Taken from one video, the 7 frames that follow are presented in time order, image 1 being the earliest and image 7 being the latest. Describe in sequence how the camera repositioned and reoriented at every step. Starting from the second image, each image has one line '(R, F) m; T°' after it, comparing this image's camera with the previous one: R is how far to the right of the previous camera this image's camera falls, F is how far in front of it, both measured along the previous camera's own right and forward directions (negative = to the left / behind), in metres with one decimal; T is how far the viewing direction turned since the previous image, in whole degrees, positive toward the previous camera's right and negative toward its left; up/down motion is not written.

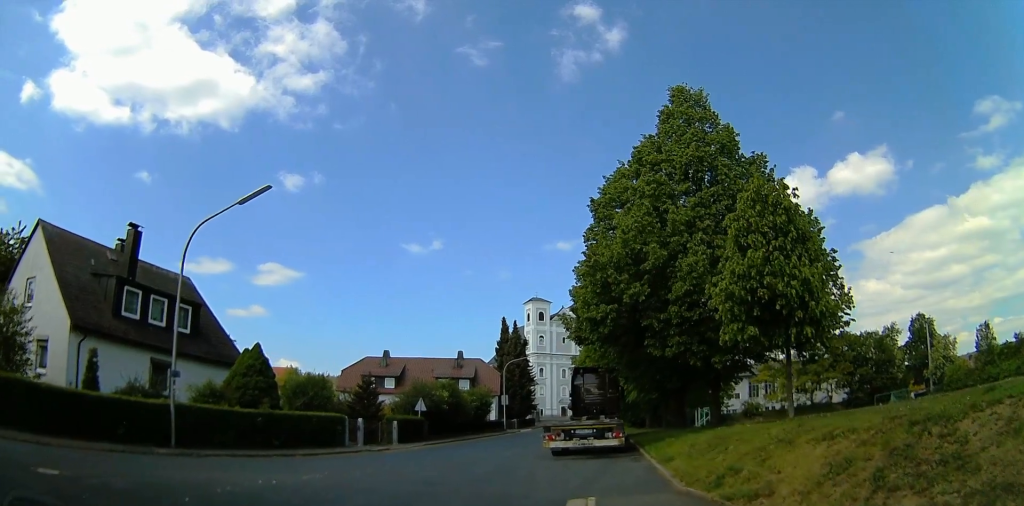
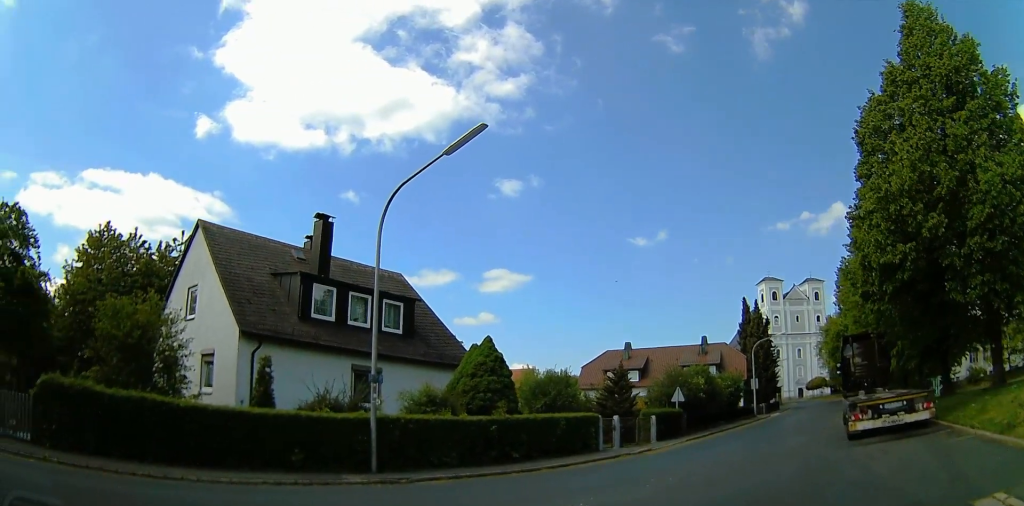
(-1.4, +4.8) m; -14°
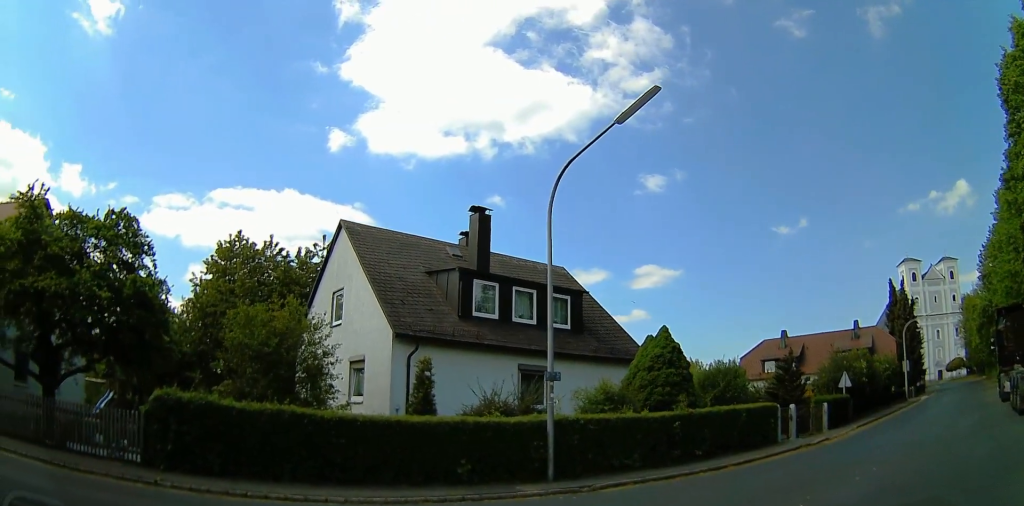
(0.0, +2.1) m; -14°
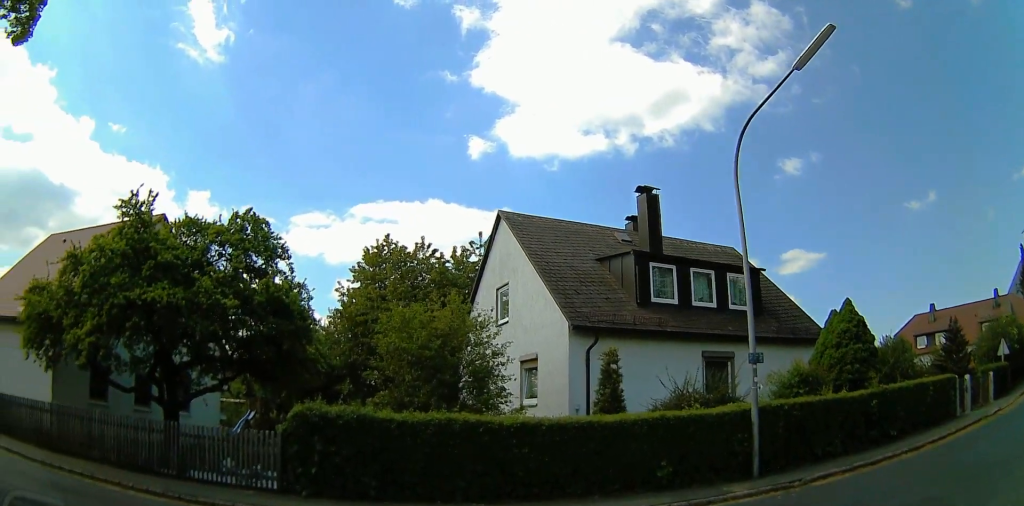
(-0.5, +1.9) m; -24°
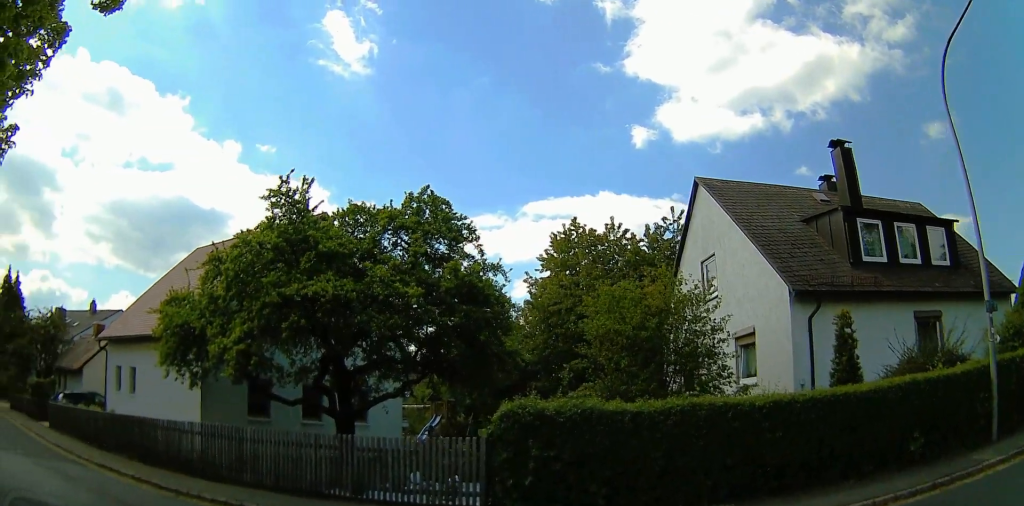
(-0.1, +1.5) m; -16°
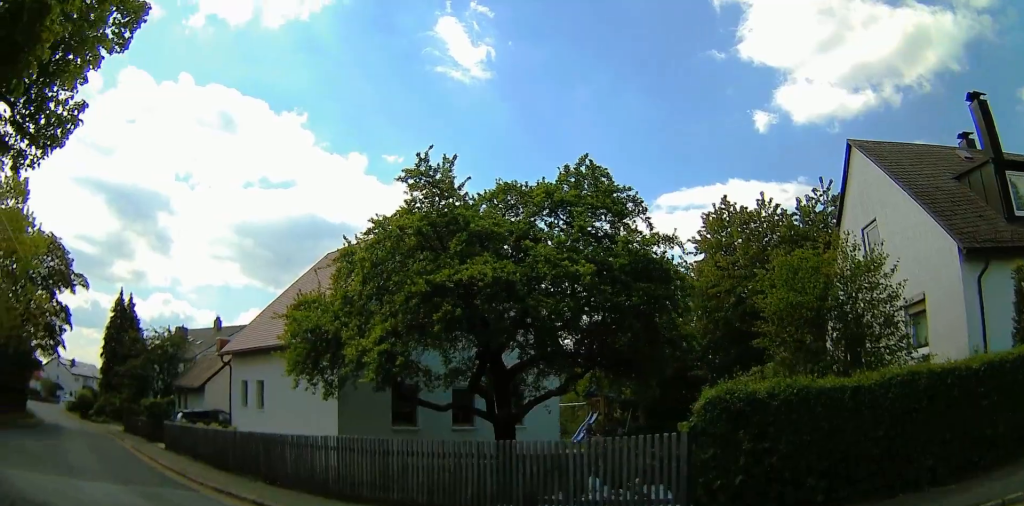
(-0.2, +1.3) m; -9°
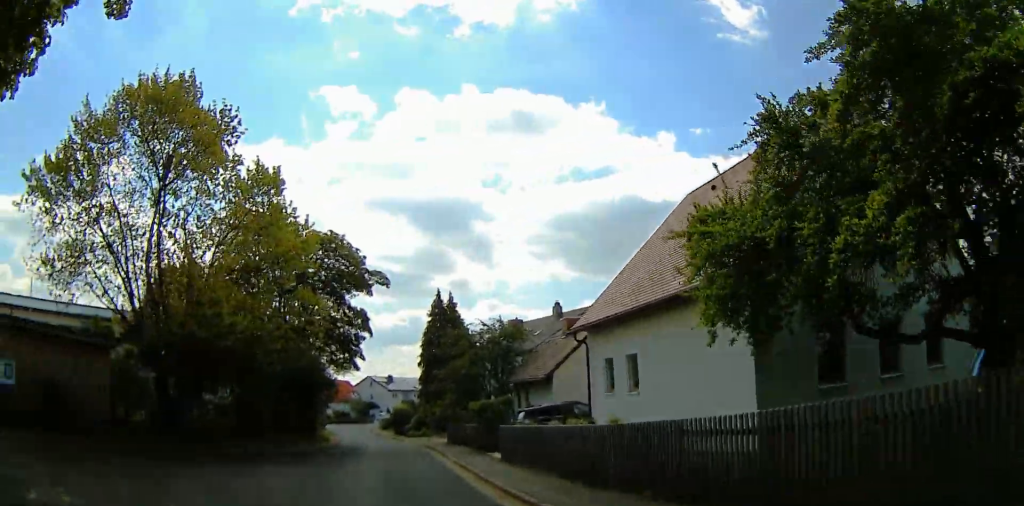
(-0.8, +4.8) m; -16°
